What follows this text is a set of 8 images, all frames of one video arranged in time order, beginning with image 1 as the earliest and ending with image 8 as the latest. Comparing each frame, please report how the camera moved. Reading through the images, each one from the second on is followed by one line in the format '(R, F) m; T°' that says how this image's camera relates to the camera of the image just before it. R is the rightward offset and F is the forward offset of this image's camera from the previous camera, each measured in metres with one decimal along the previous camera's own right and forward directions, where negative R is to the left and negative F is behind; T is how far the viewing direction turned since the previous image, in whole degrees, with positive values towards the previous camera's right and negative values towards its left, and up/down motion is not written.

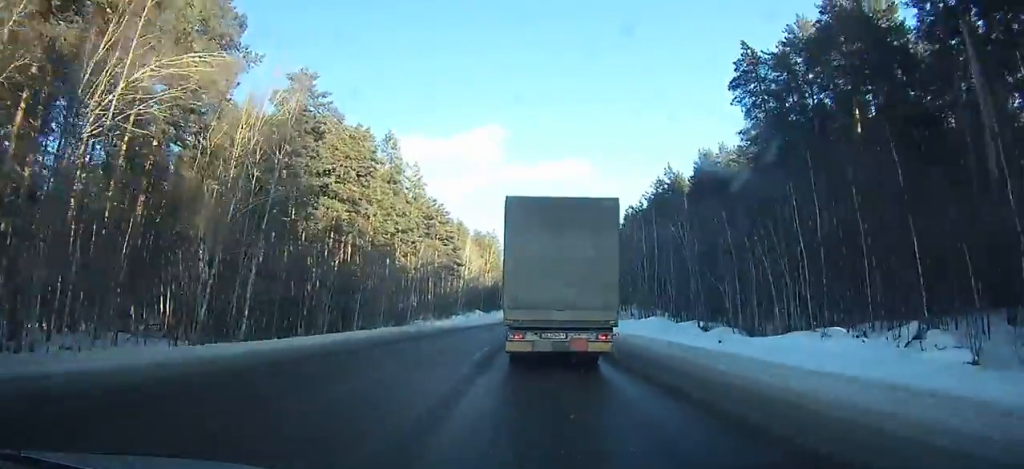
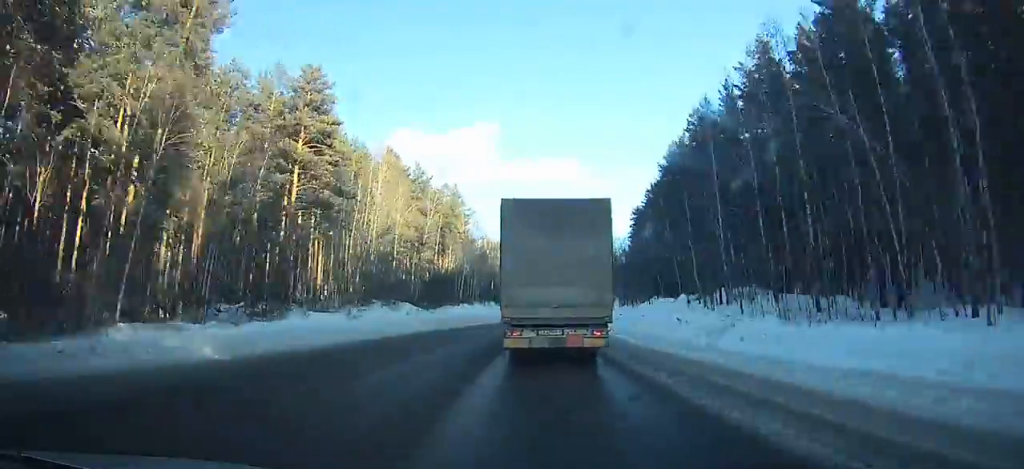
(+1.4, +56.4) m; +3°
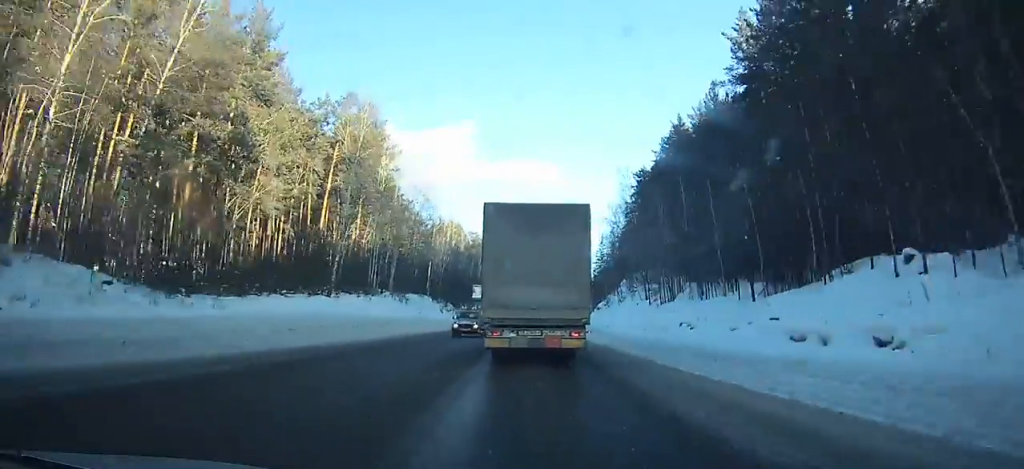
(+1.1, +43.7) m; +2°
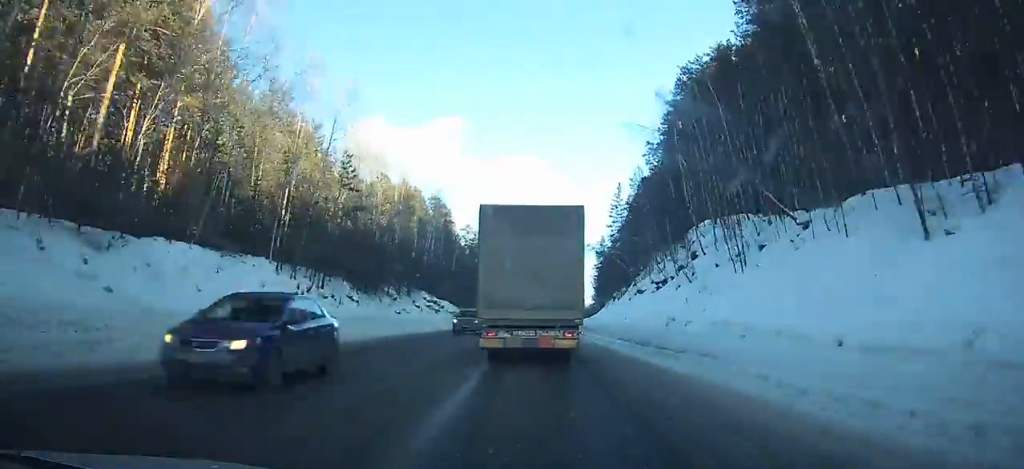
(+0.6, +42.4) m; +2°
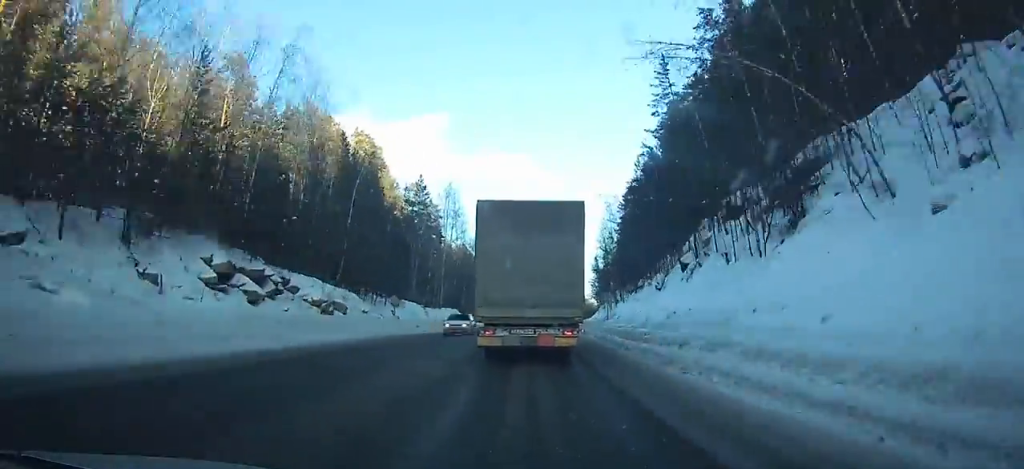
(+0.4, +42.5) m; +2°
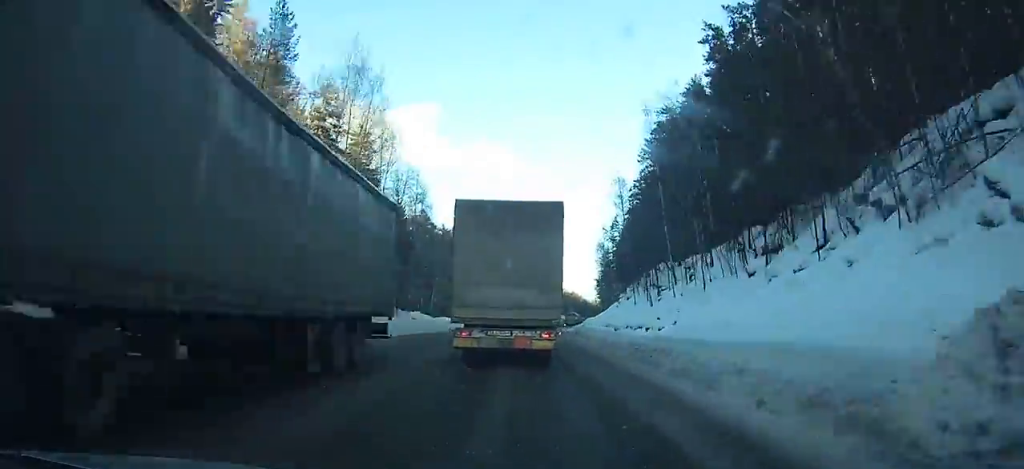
(+0.6, +39.5) m; +2°
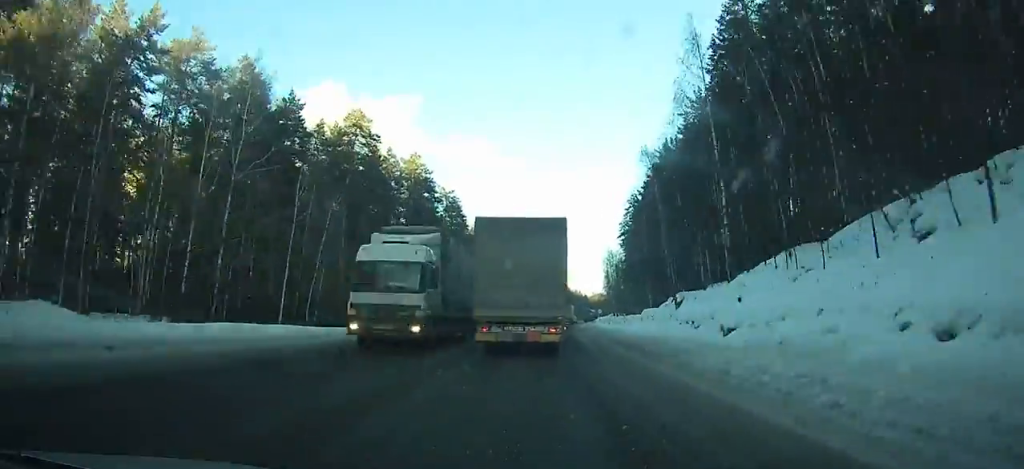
(+2.0, +70.5) m; +2°
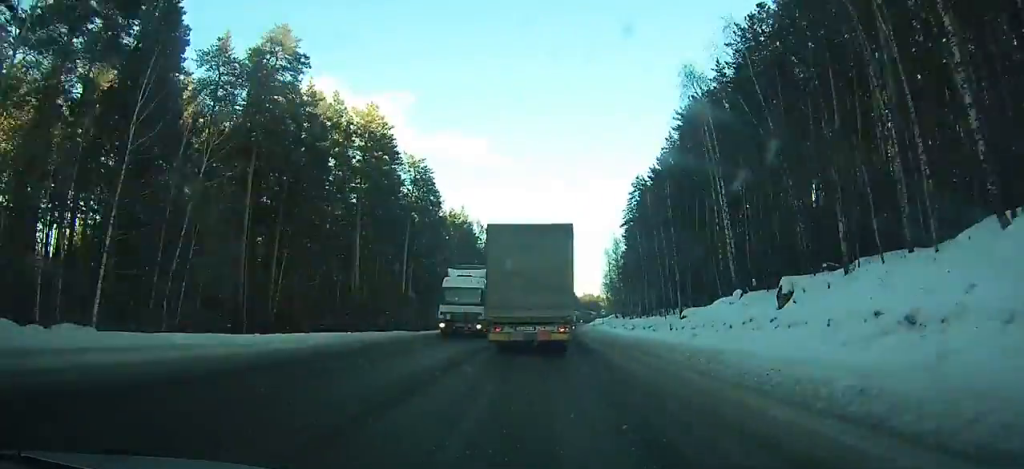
(0.0, +19.5) m; +1°
